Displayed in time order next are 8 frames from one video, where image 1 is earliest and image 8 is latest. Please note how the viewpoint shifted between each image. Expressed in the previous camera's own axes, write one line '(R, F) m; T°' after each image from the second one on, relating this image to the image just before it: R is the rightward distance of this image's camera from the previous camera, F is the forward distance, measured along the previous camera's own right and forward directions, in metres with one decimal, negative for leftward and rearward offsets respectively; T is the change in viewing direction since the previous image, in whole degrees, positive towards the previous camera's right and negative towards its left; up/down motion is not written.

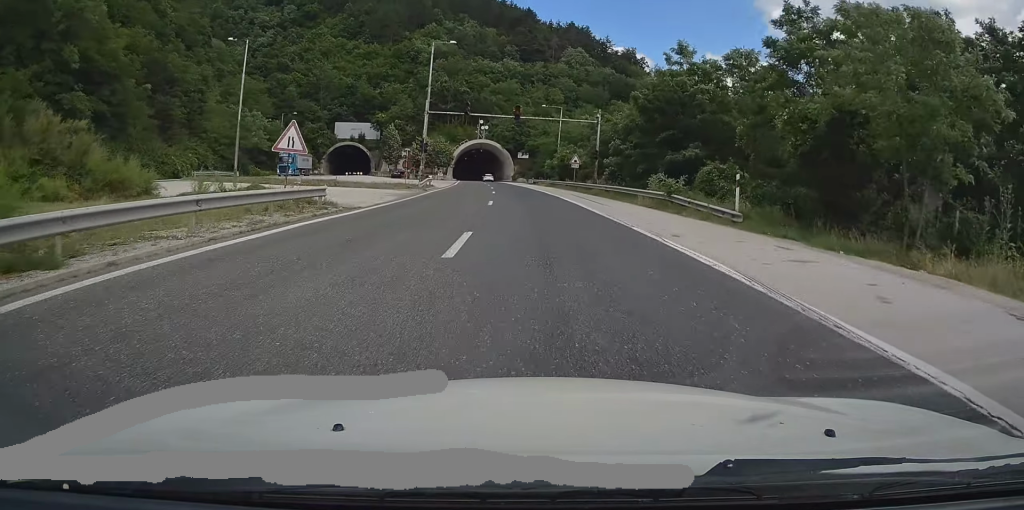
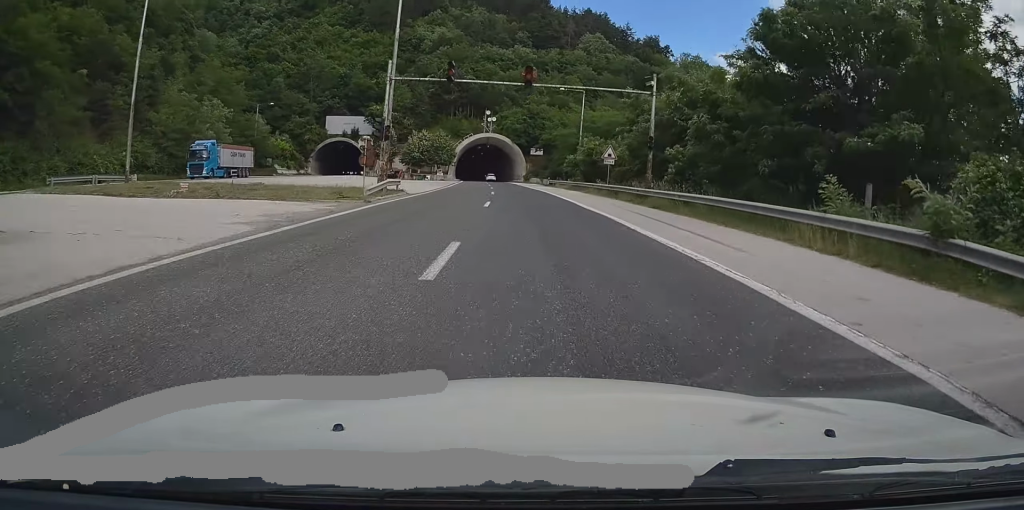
(-0.3, +17.8) m; -2°
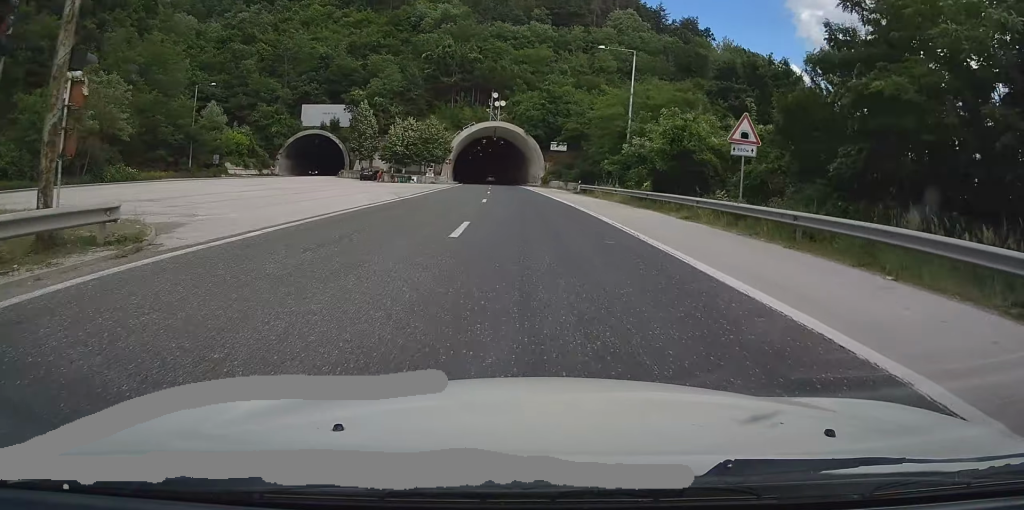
(-0.6, +26.9) m; -2°
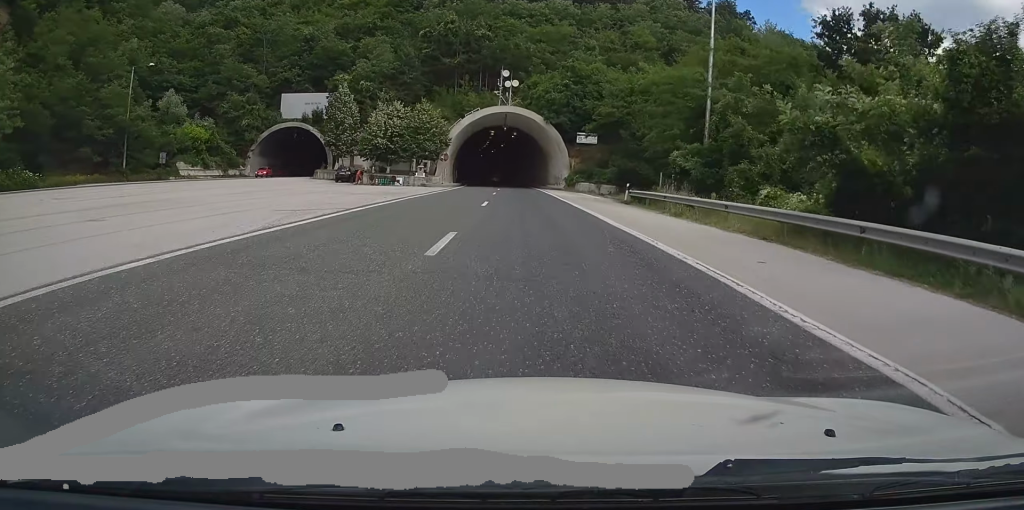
(-0.1, +18.9) m; 0°
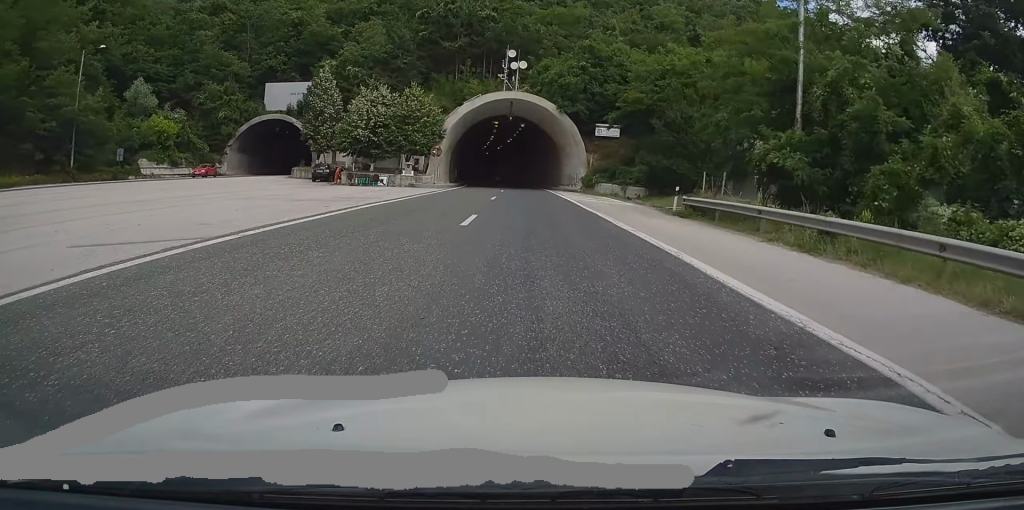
(0.0, +10.5) m; 0°
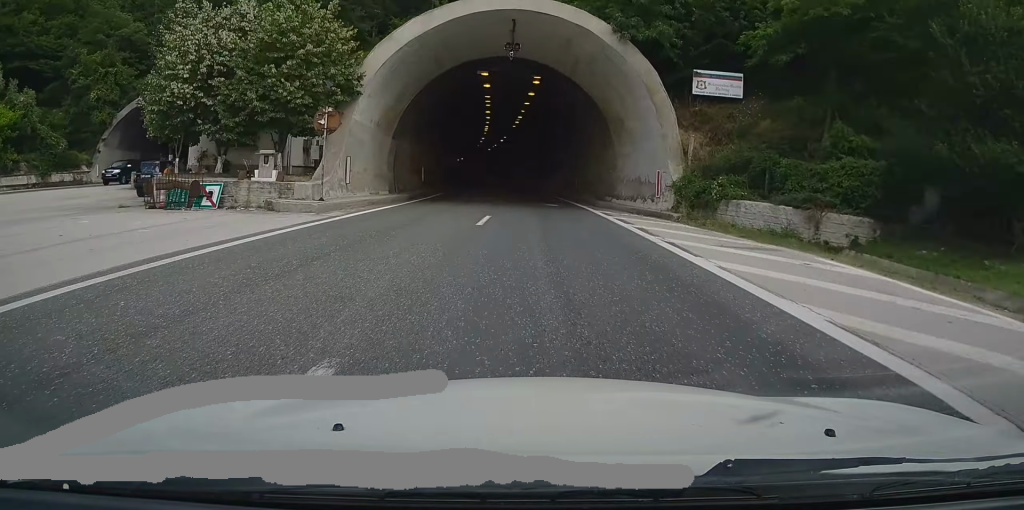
(-0.7, +30.2) m; -3°
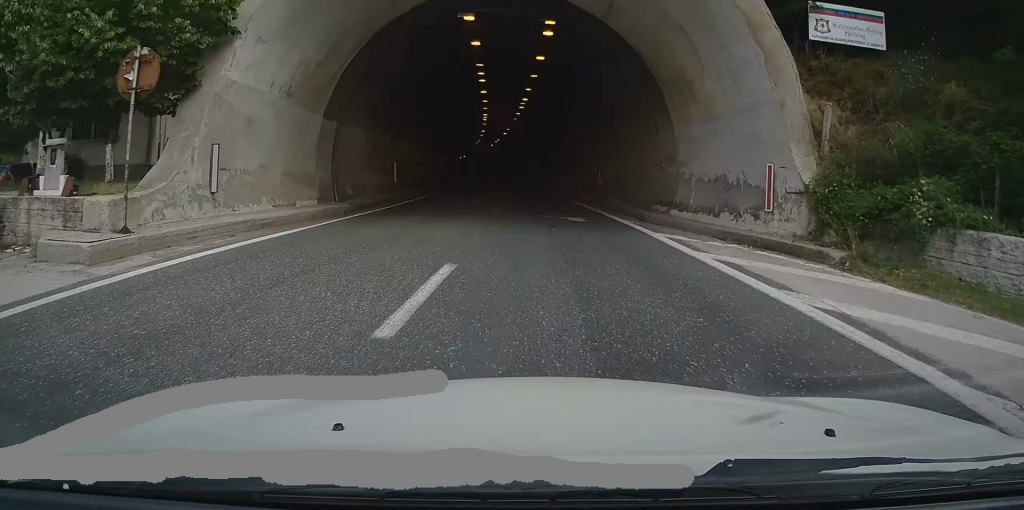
(-0.4, +11.0) m; -1°
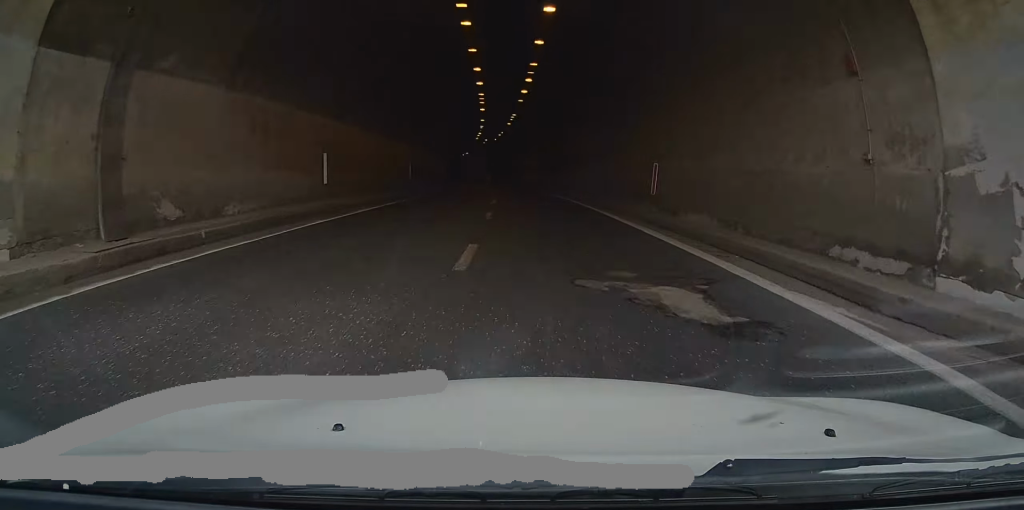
(+0.1, +12.4) m; 0°
